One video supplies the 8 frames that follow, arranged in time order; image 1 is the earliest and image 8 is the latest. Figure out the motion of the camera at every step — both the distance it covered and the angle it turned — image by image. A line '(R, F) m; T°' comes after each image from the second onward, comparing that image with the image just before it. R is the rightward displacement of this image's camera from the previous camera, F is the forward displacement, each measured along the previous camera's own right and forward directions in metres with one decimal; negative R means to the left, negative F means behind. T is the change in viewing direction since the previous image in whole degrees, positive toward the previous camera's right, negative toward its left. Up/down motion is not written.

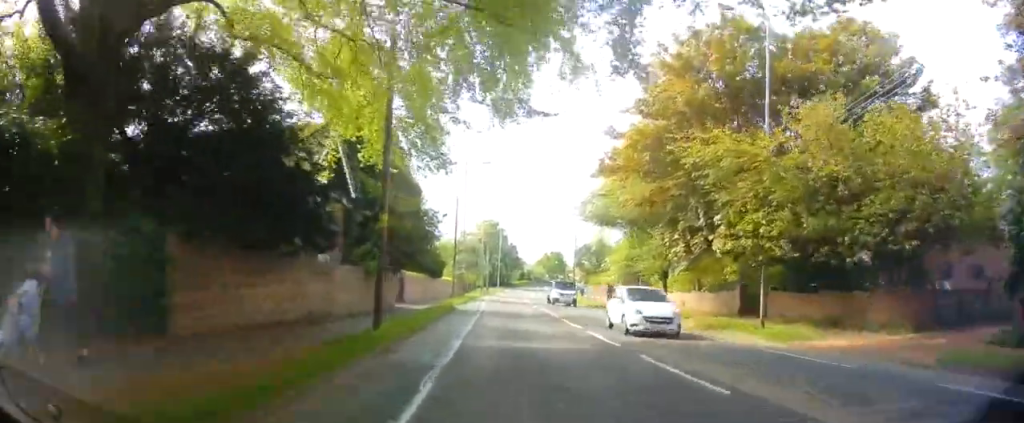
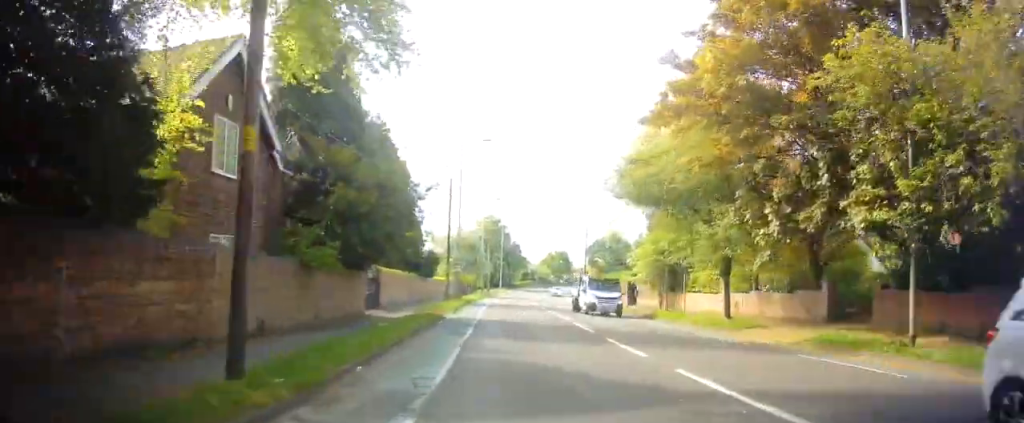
(+0.2, +8.4) m; 0°
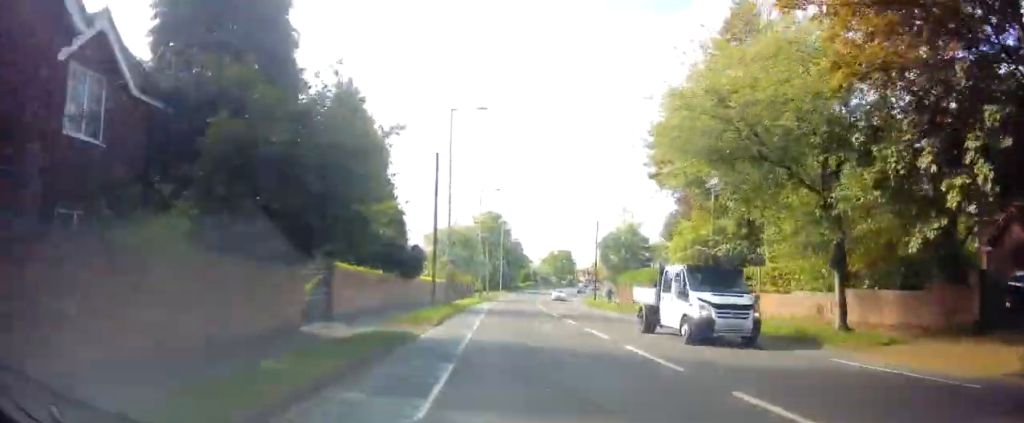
(+0.1, +8.4) m; 0°
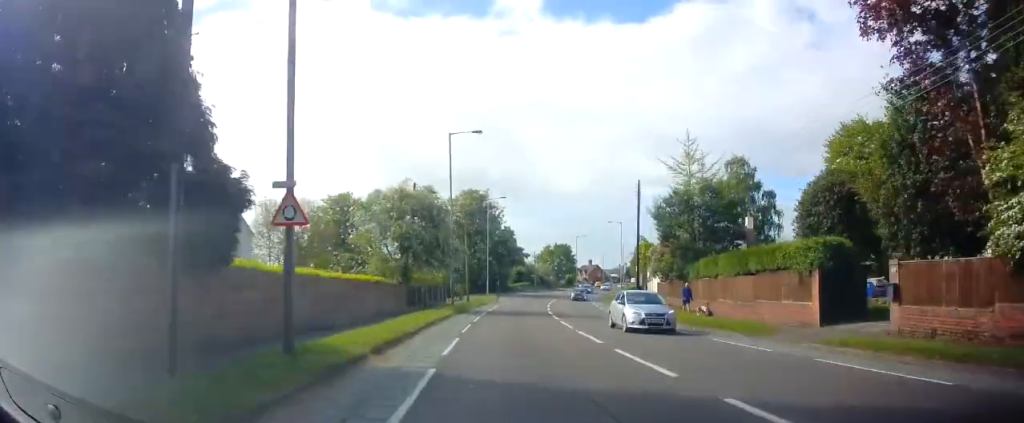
(0.0, +25.1) m; +2°
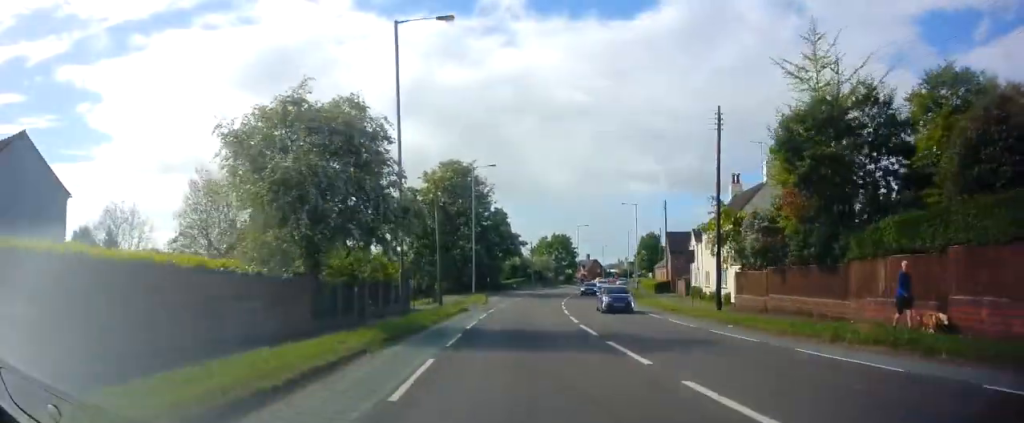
(+0.4, +17.5) m; +1°
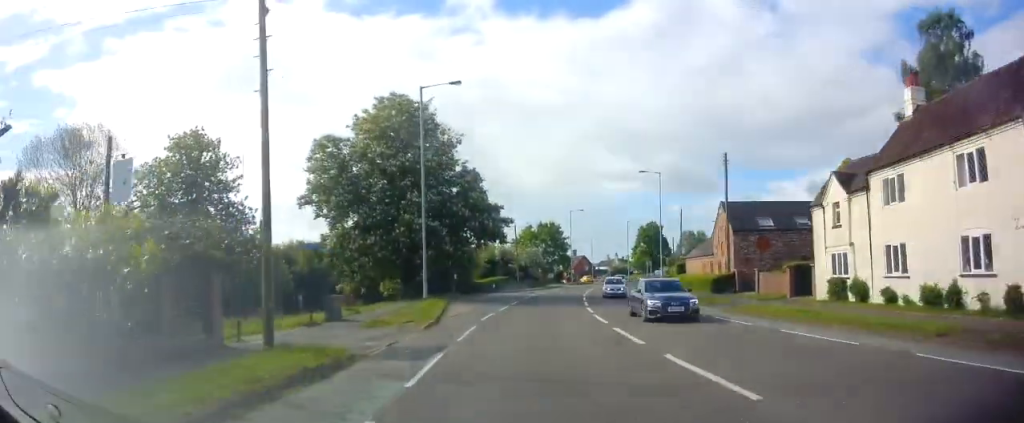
(+0.3, +22.5) m; +3°
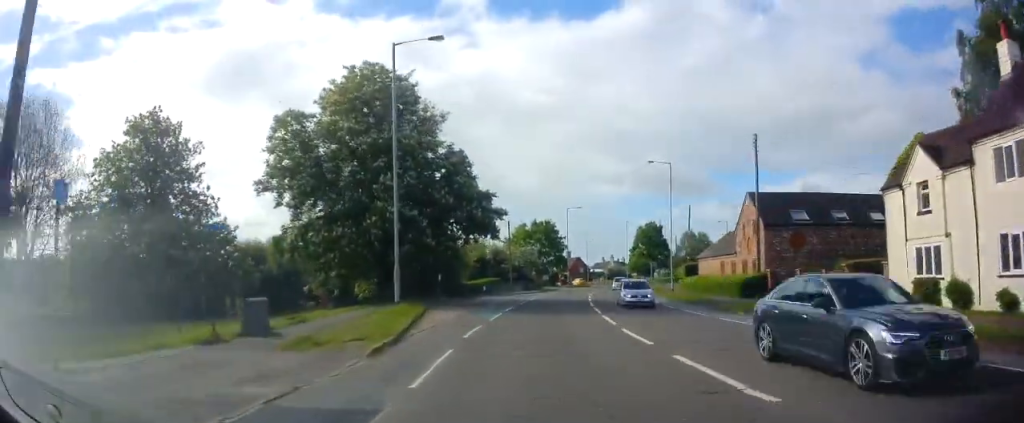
(+0.2, +6.5) m; +1°
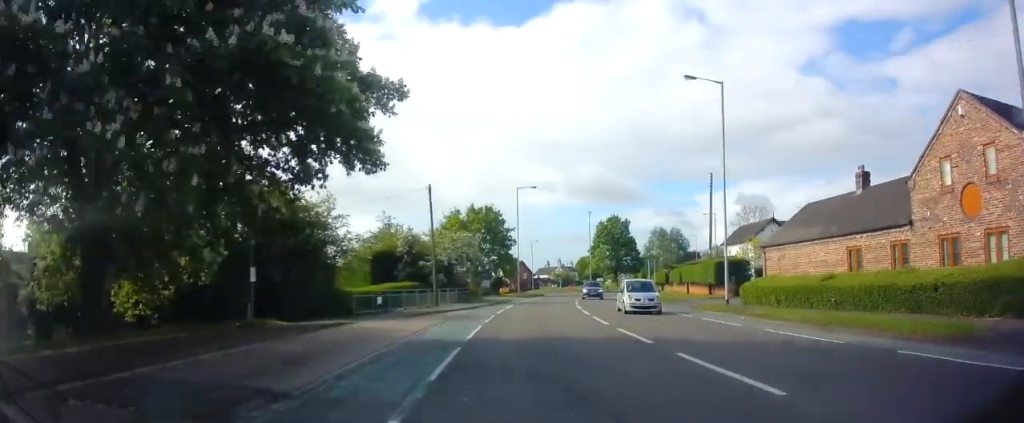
(+0.4, +24.9) m; +5°
